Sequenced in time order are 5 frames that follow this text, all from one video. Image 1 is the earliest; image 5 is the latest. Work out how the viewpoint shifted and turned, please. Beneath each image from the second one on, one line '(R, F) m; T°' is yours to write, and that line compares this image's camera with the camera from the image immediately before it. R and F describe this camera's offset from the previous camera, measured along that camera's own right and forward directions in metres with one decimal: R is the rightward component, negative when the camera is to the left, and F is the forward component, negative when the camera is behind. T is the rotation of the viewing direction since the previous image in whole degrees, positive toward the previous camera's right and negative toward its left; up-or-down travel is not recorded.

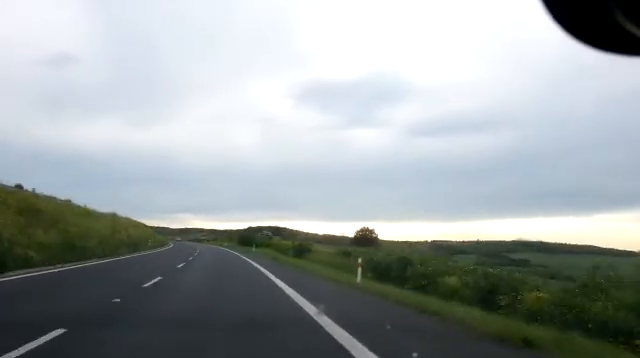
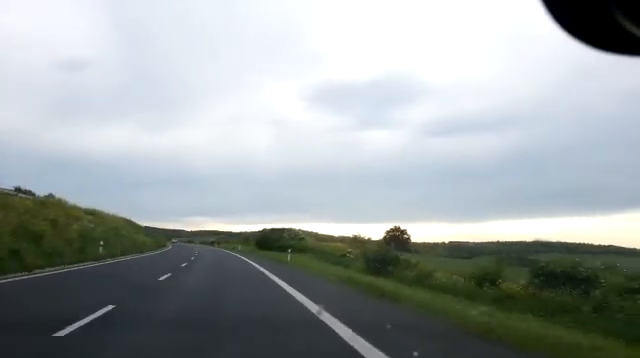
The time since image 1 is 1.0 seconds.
(-0.8, +24.5) m; -2°
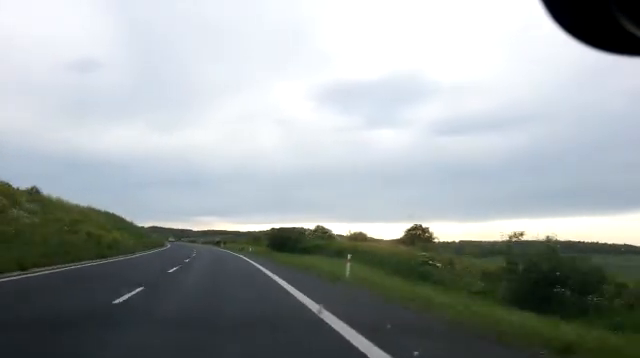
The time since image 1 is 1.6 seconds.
(0.0, +14.6) m; 0°
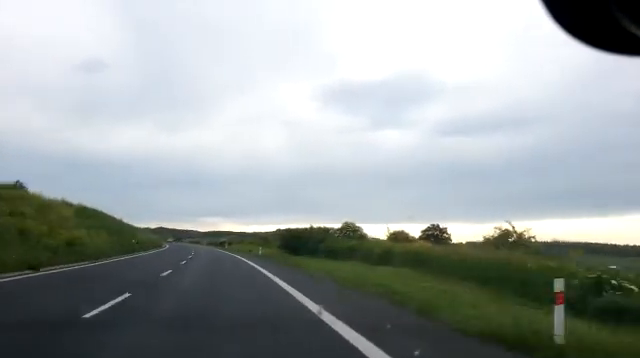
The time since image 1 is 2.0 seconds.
(0.0, +10.6) m; -1°
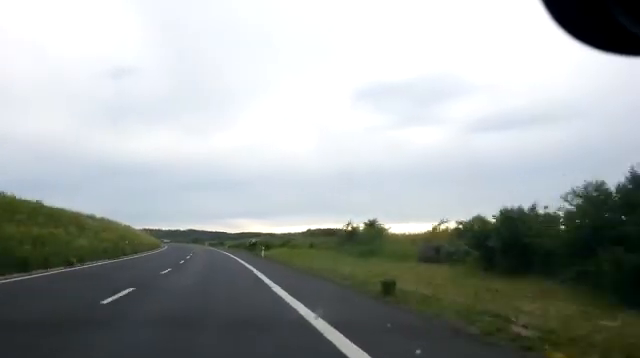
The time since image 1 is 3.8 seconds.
(-1.8, +43.4) m; -5°
